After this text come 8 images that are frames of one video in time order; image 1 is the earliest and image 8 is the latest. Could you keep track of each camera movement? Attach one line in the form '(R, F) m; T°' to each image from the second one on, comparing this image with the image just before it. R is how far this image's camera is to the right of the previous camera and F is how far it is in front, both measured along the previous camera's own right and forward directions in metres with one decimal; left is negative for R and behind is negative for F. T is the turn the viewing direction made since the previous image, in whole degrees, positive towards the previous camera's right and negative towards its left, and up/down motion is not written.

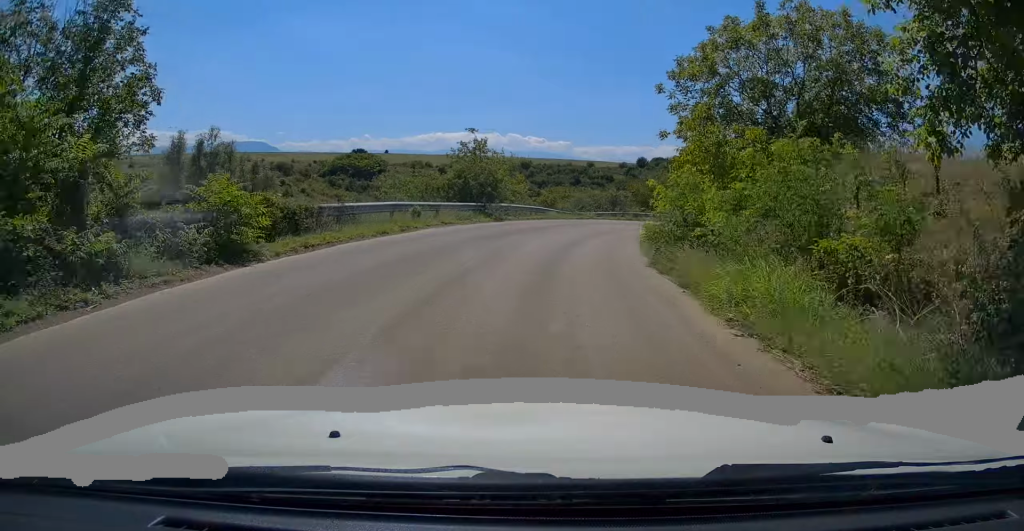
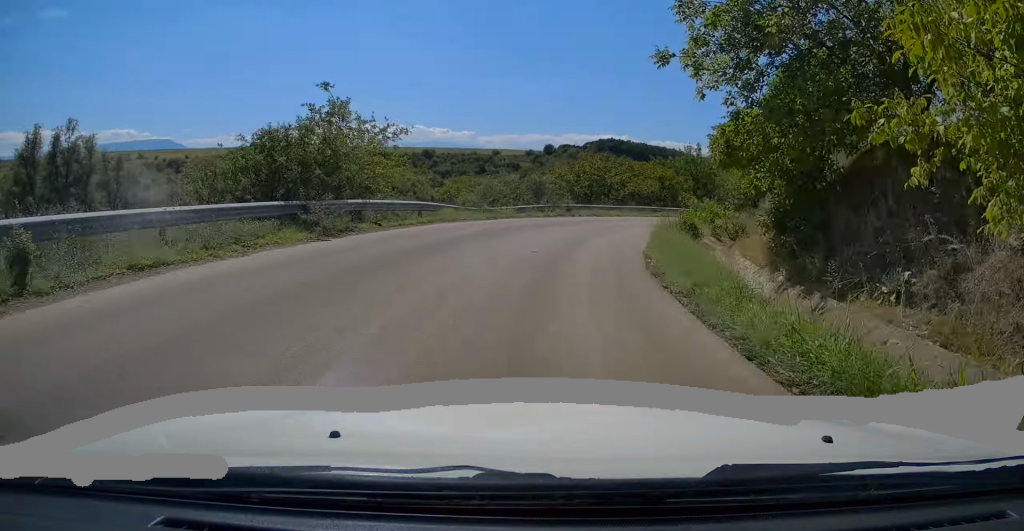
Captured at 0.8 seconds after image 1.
(+0.4, +14.1) m; +7°
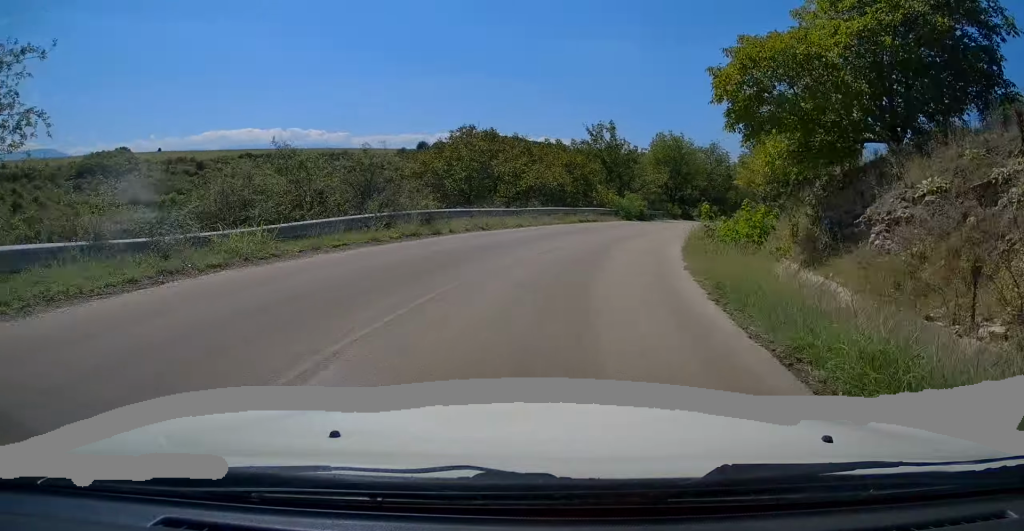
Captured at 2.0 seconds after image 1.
(+2.1, +17.1) m; +13°
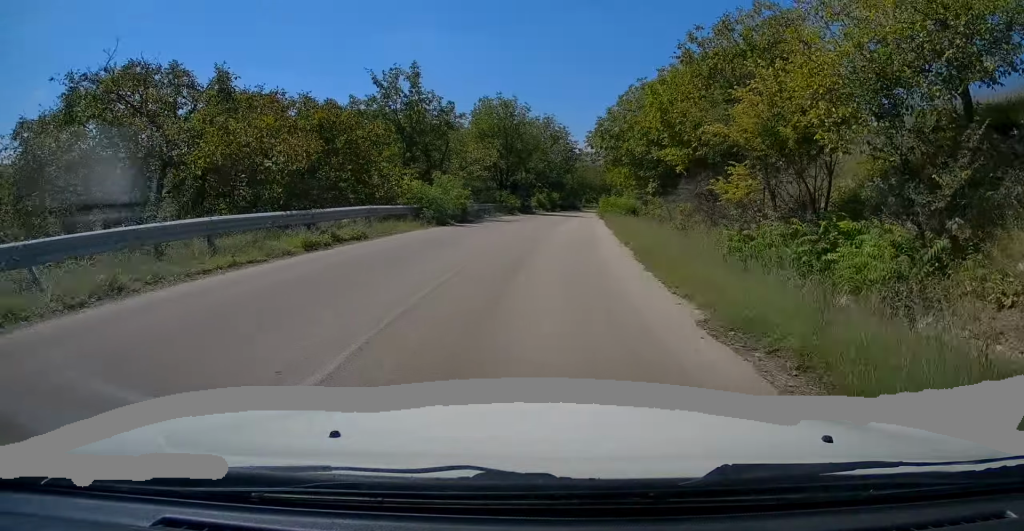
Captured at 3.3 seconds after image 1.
(+2.4, +19.1) m; +11°
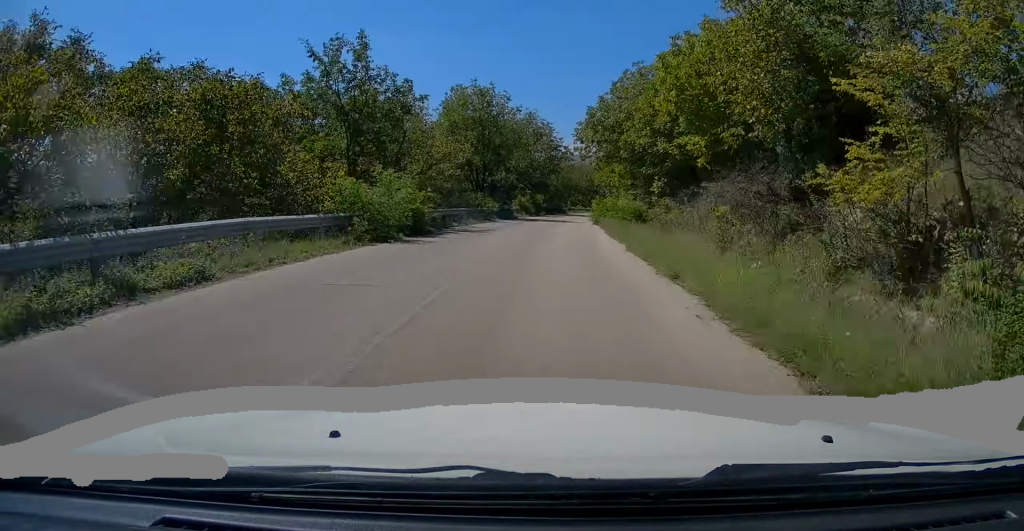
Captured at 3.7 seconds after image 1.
(+0.1, +6.9) m; +3°
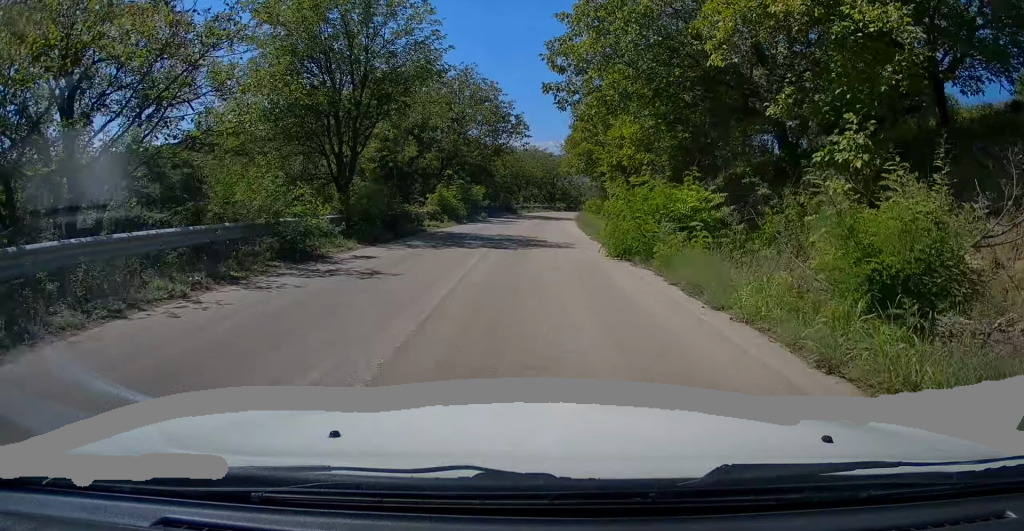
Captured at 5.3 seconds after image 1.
(+1.4, +24.1) m; +6°
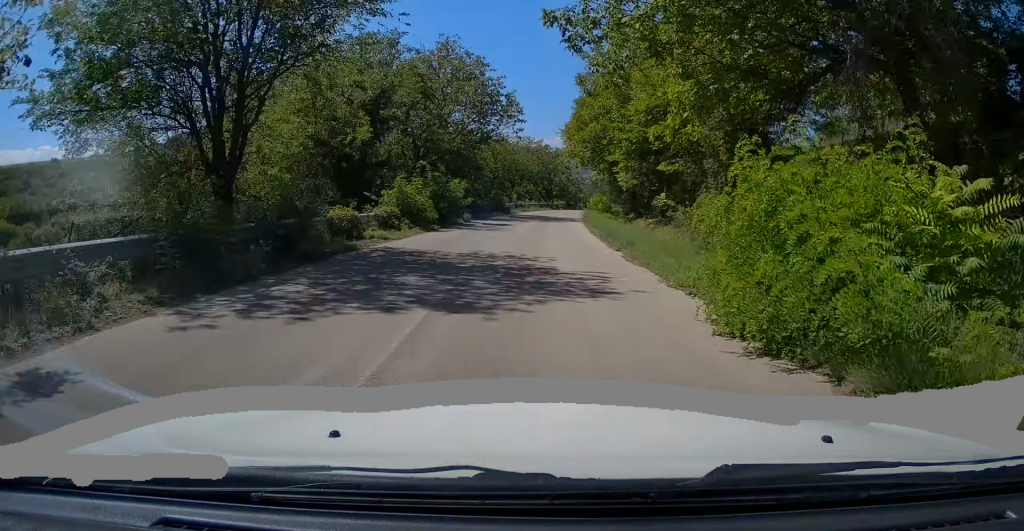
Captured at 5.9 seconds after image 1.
(+0.2, +8.6) m; +2°
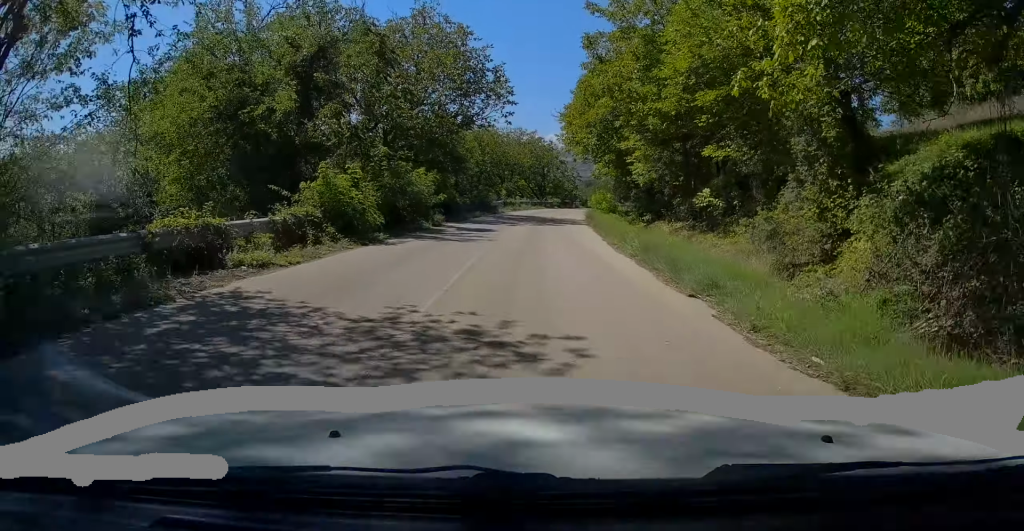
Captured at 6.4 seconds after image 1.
(+0.1, +7.6) m; +2°
